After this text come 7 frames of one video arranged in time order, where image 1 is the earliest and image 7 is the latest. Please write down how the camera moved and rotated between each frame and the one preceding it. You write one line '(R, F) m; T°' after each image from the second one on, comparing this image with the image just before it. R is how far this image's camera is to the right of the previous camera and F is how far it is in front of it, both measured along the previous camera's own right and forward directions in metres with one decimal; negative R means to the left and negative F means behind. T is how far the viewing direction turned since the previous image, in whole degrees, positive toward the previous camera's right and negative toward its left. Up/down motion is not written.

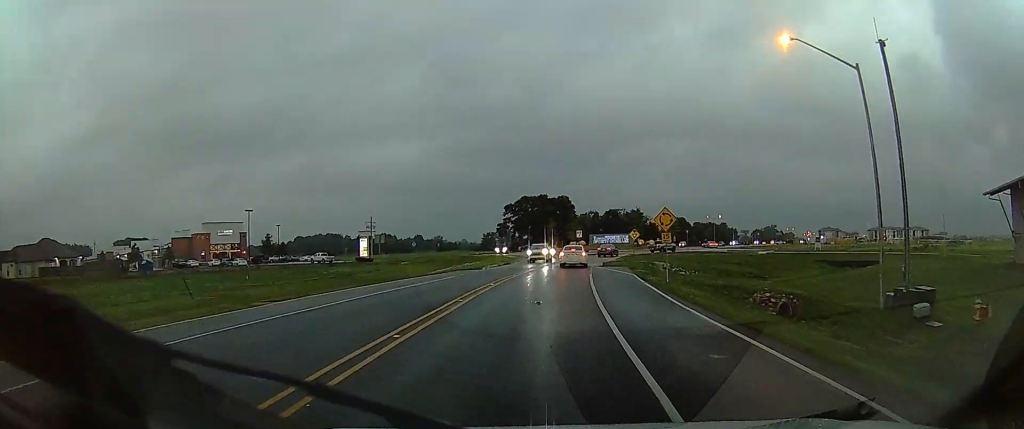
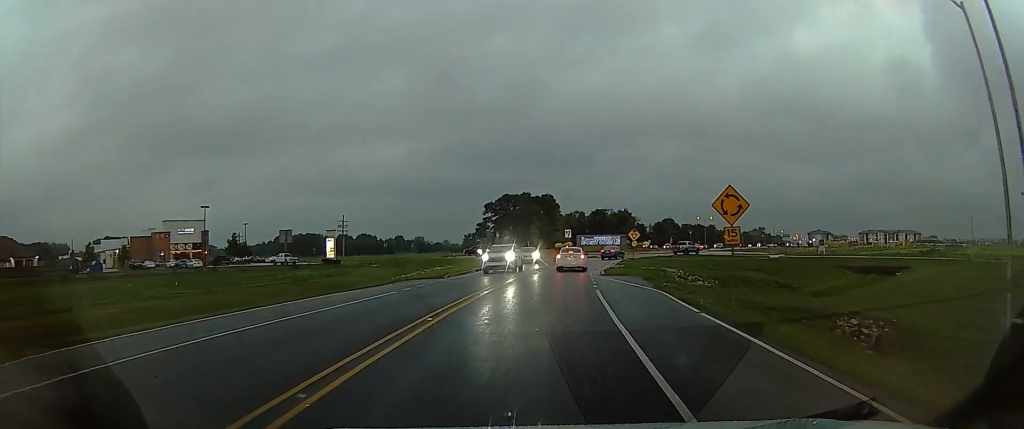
(+0.2, +10.1) m; 0°
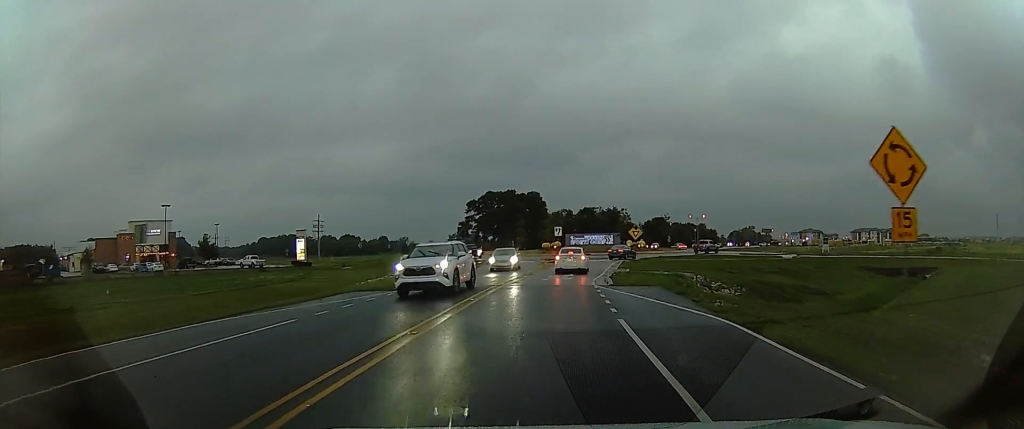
(-0.6, +8.3) m; +1°
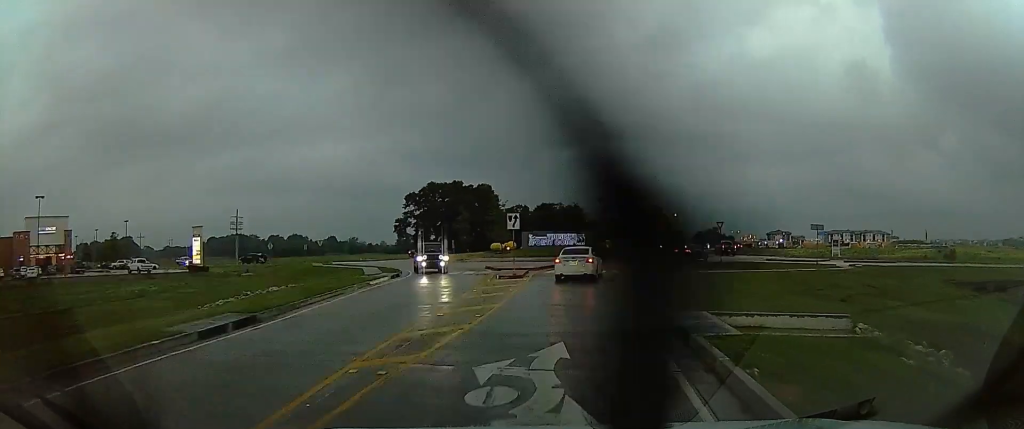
(+2.0, +21.4) m; +11°
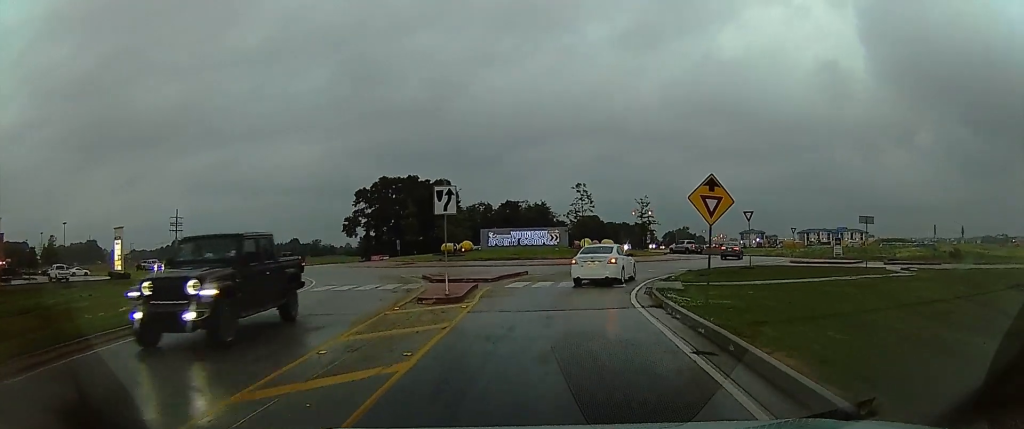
(+1.0, +12.3) m; +1°
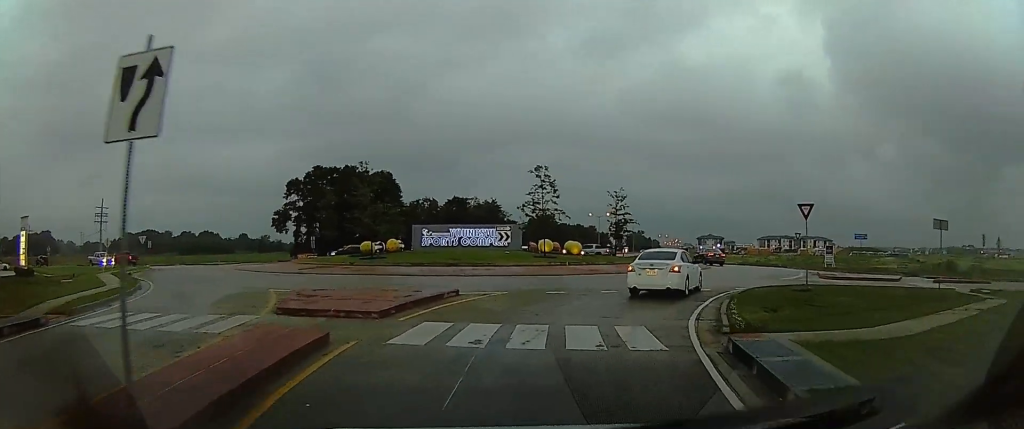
(-0.6, +11.6) m; +5°
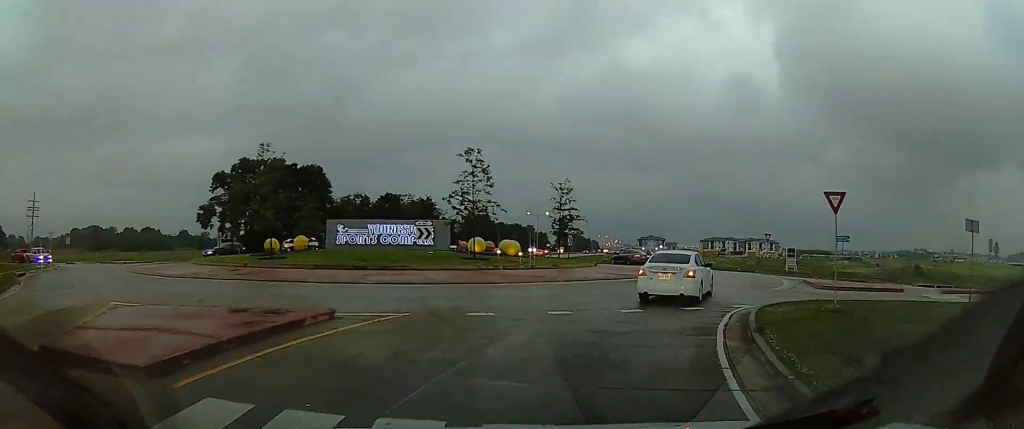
(+0.3, +6.1) m; +9°
